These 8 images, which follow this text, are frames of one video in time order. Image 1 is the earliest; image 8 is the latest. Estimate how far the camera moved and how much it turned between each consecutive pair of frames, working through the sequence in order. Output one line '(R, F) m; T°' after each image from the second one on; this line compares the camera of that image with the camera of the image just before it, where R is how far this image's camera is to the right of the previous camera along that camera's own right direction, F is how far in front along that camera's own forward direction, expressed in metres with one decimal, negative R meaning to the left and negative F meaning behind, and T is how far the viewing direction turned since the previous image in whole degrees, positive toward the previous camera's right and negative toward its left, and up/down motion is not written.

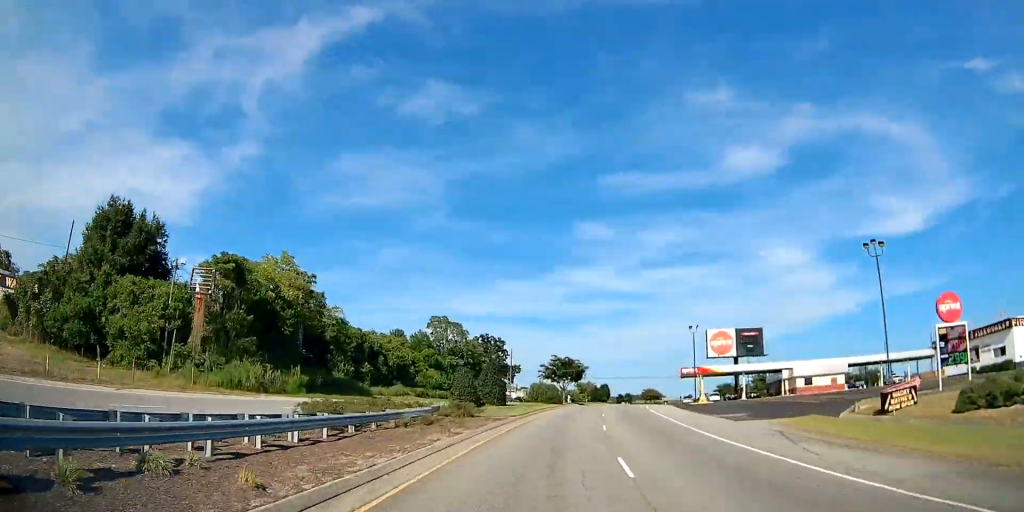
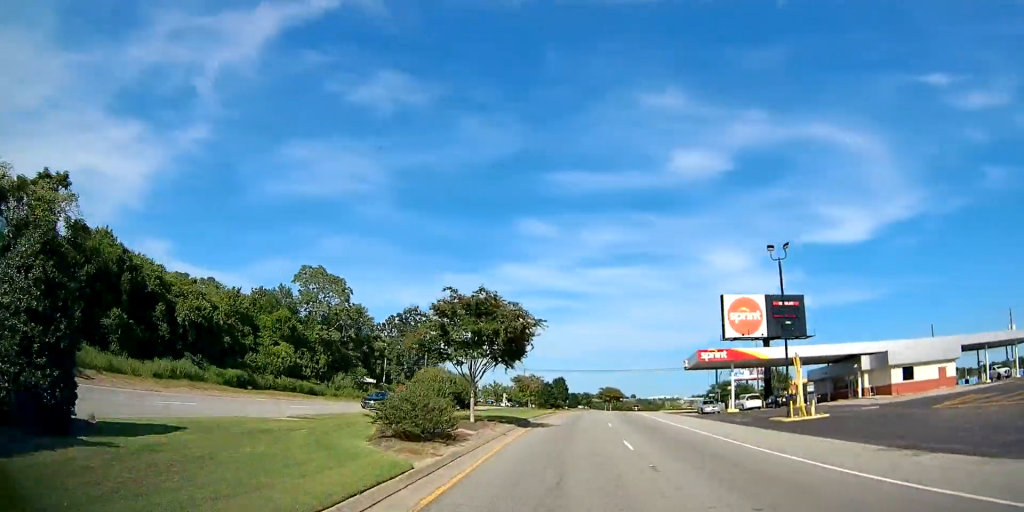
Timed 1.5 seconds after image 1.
(-2.3, +40.9) m; -8°
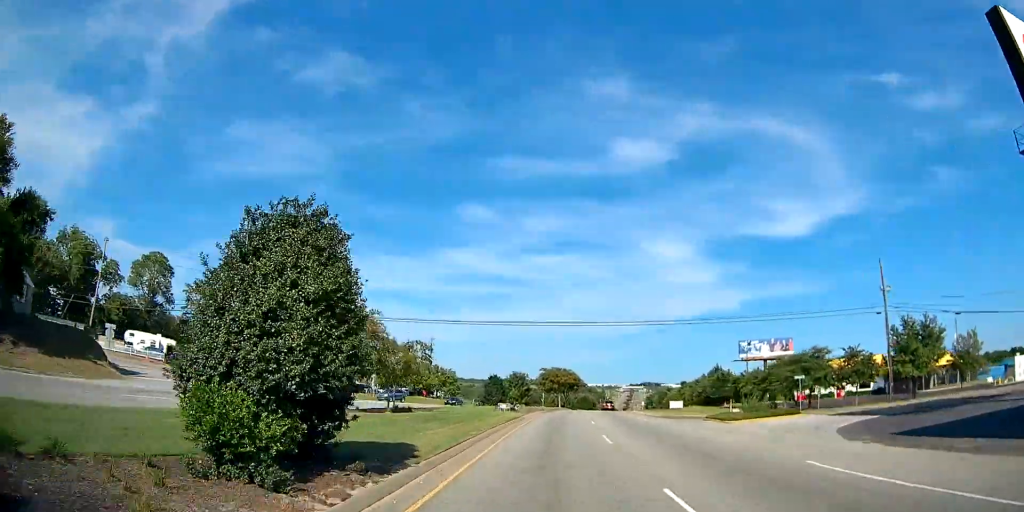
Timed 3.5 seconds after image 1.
(+9.6, +58.7) m; +15°
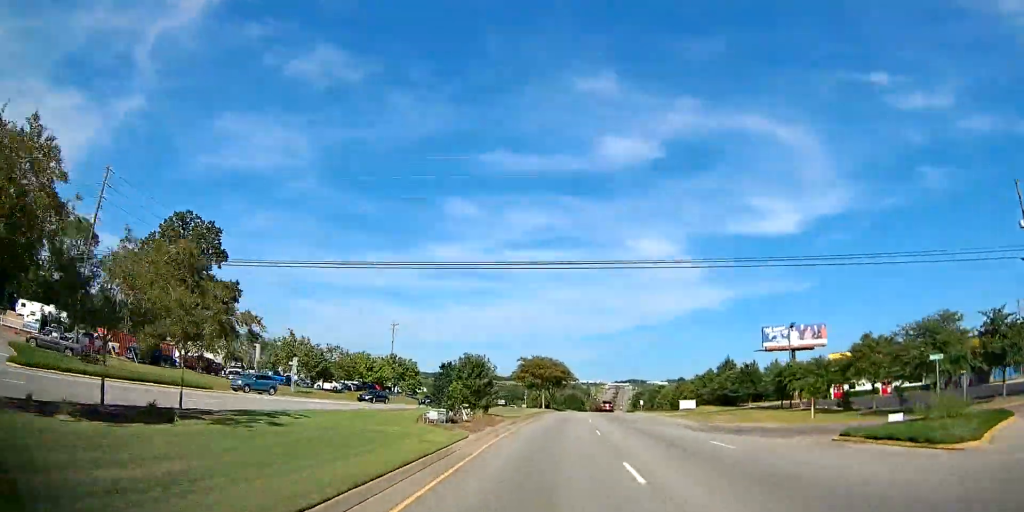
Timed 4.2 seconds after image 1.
(+0.1, +21.0) m; 0°
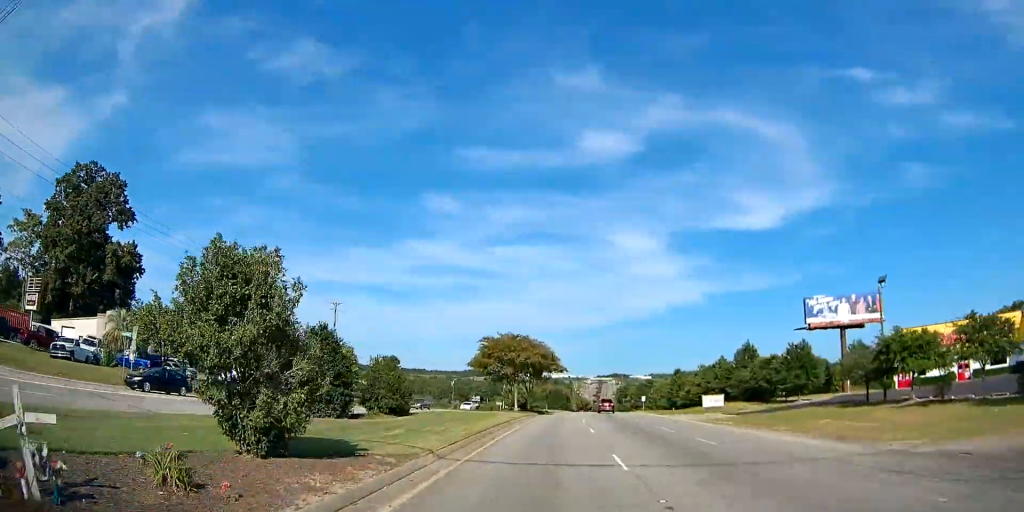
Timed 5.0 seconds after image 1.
(0.0, +23.0) m; 0°
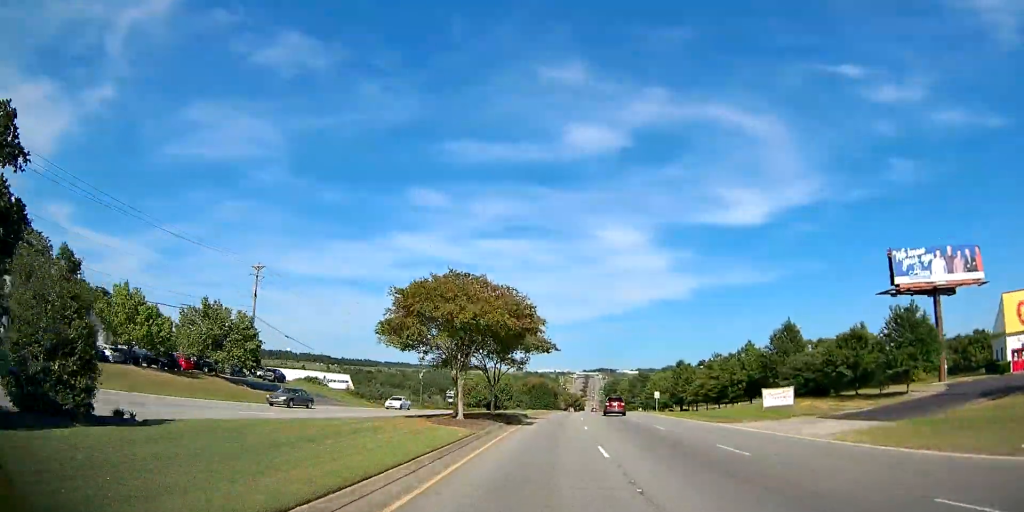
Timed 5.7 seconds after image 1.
(-0.2, +23.0) m; +2°
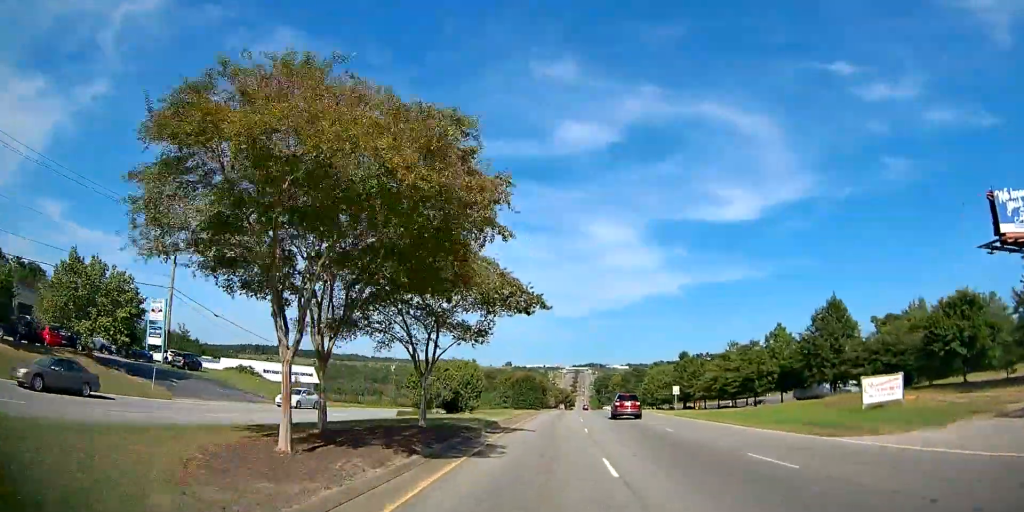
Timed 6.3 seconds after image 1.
(+0.6, +16.1) m; +1°
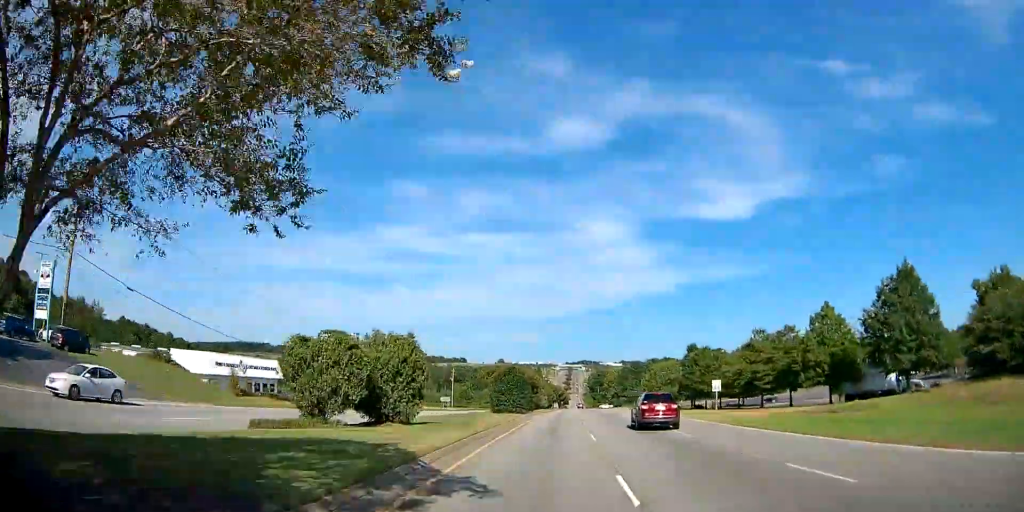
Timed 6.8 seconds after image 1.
(+0.3, +15.1) m; +1°
